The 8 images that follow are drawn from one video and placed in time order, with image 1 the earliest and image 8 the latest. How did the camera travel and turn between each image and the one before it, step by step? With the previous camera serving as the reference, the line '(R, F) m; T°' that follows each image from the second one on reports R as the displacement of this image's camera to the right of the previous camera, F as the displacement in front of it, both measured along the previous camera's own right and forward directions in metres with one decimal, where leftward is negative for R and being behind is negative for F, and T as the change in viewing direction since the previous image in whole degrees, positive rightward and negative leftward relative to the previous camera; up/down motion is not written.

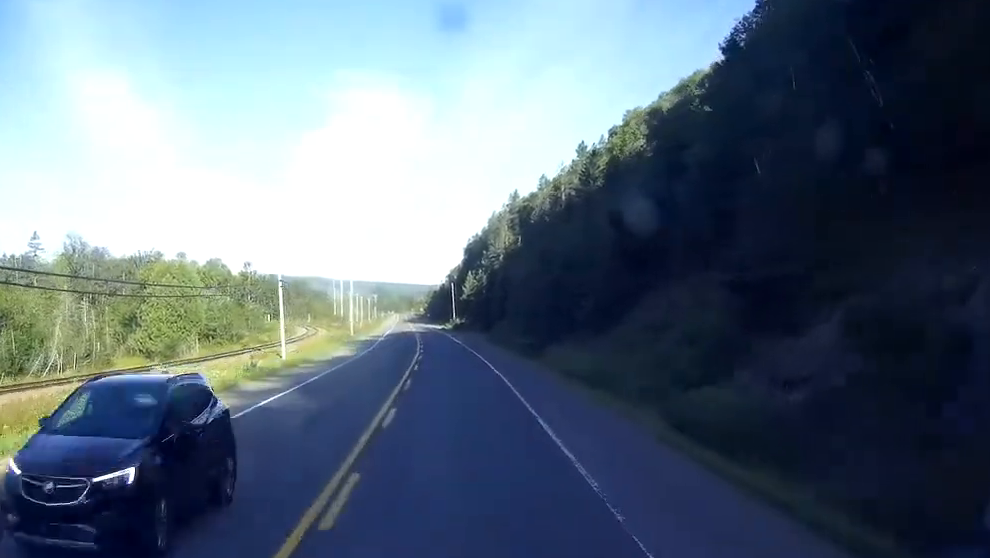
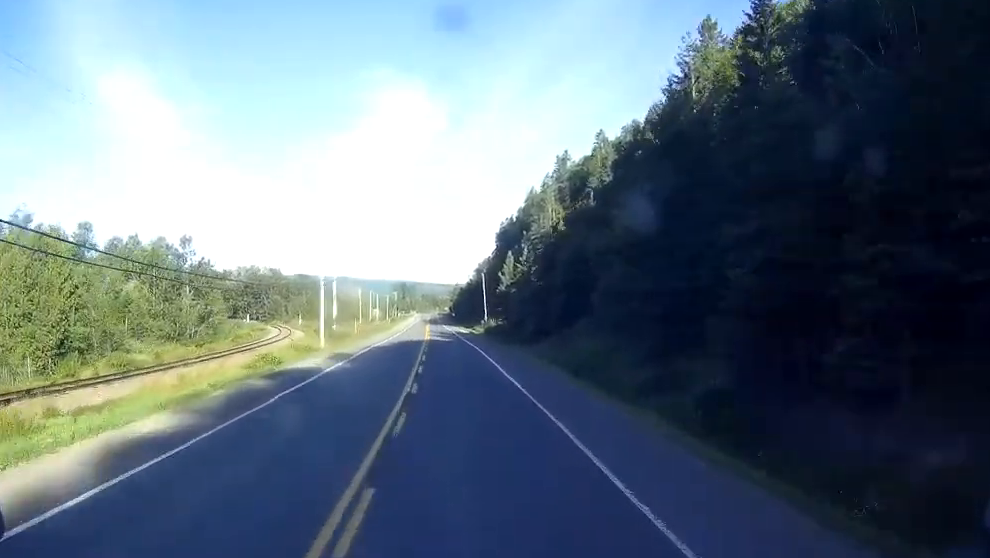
(-0.4, +47.1) m; -1°
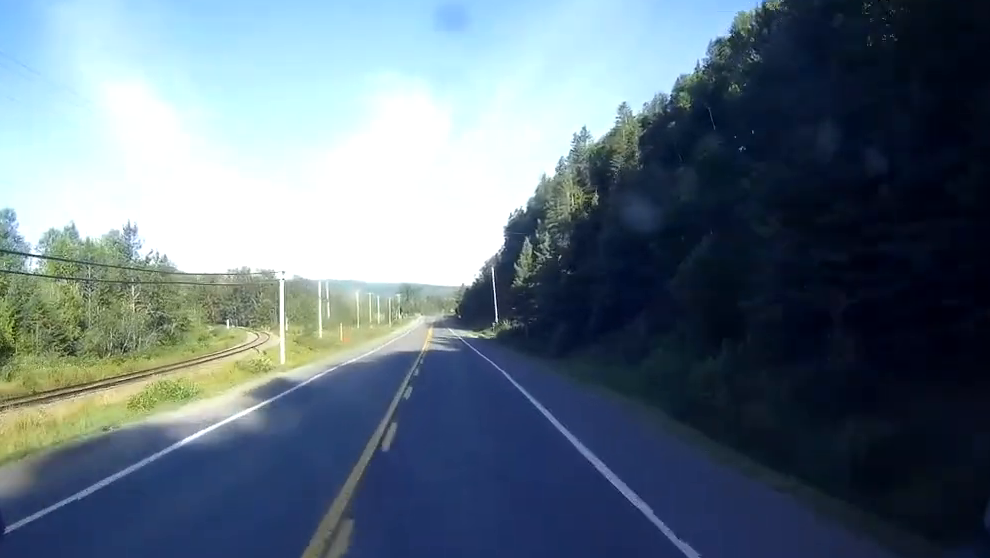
(-0.1, +19.4) m; 0°
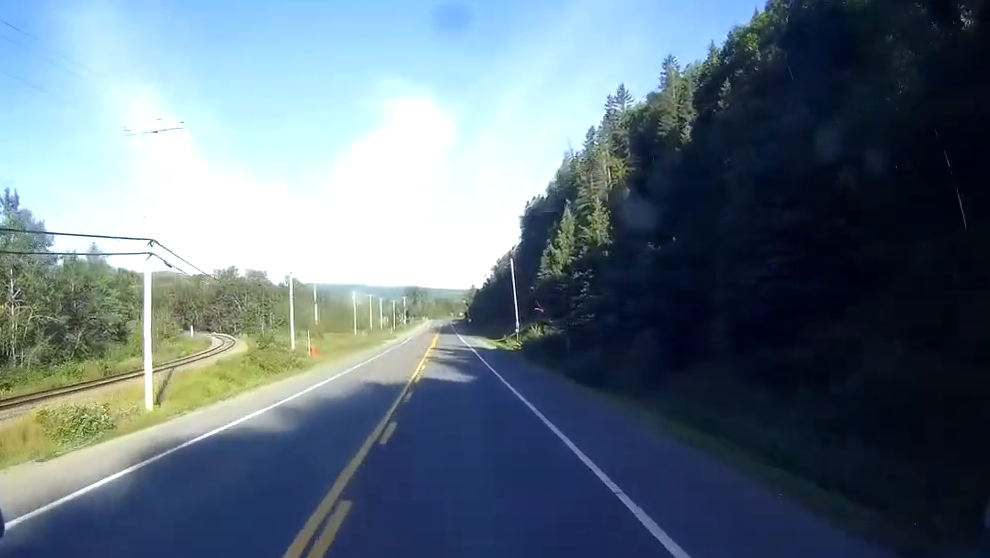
(-0.2, +25.8) m; 0°
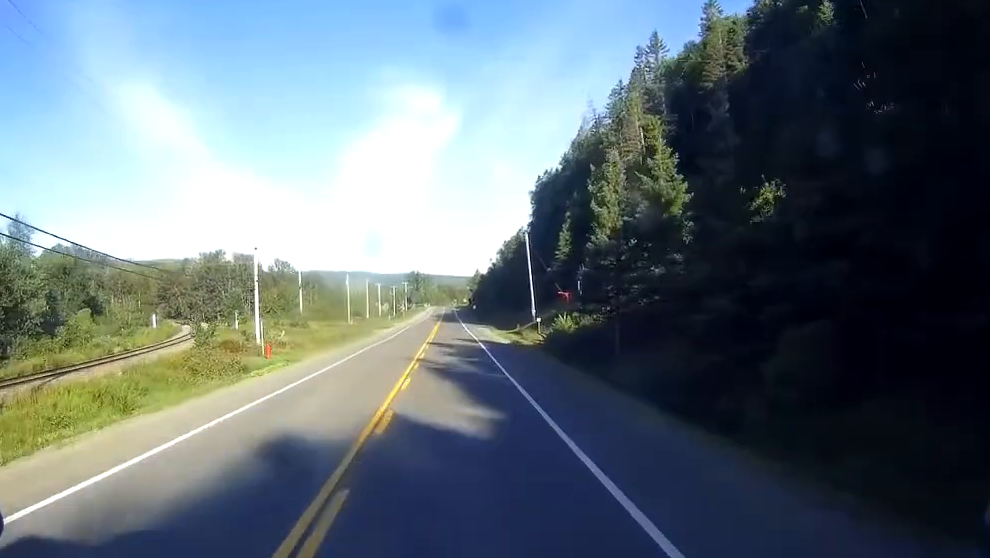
(0.0, +17.5) m; 0°
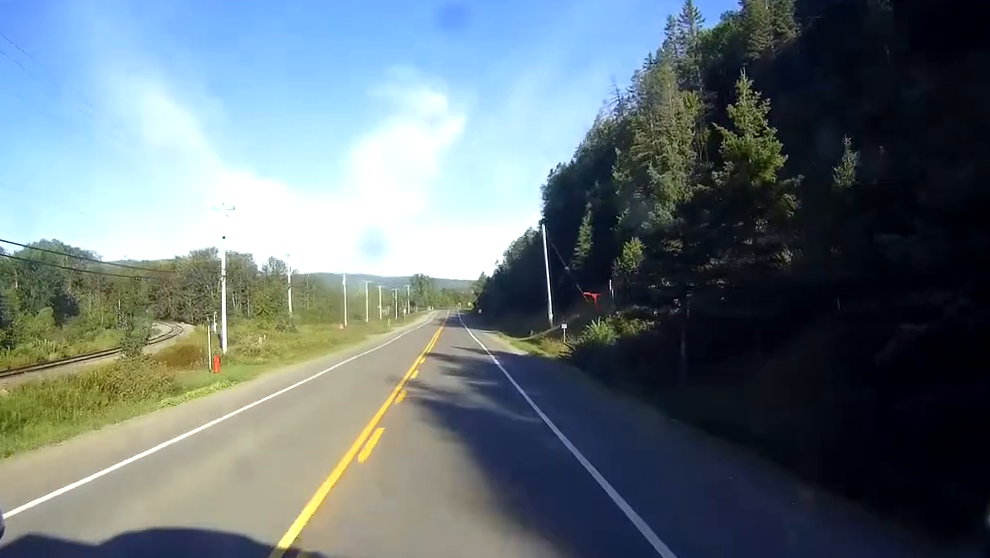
(0.0, +11.9) m; 0°
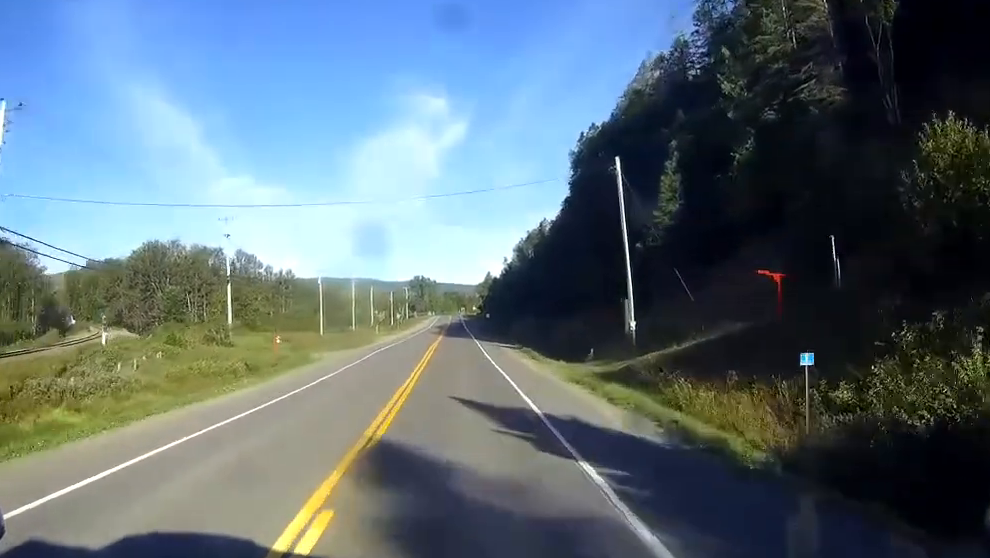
(-0.1, +33.3) m; -1°
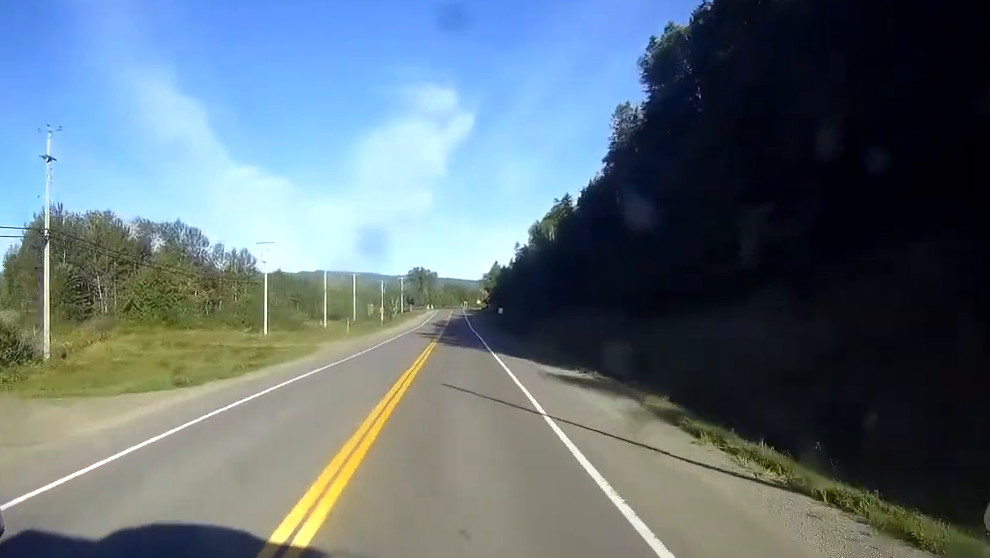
(-0.2, +41.0) m; 0°
